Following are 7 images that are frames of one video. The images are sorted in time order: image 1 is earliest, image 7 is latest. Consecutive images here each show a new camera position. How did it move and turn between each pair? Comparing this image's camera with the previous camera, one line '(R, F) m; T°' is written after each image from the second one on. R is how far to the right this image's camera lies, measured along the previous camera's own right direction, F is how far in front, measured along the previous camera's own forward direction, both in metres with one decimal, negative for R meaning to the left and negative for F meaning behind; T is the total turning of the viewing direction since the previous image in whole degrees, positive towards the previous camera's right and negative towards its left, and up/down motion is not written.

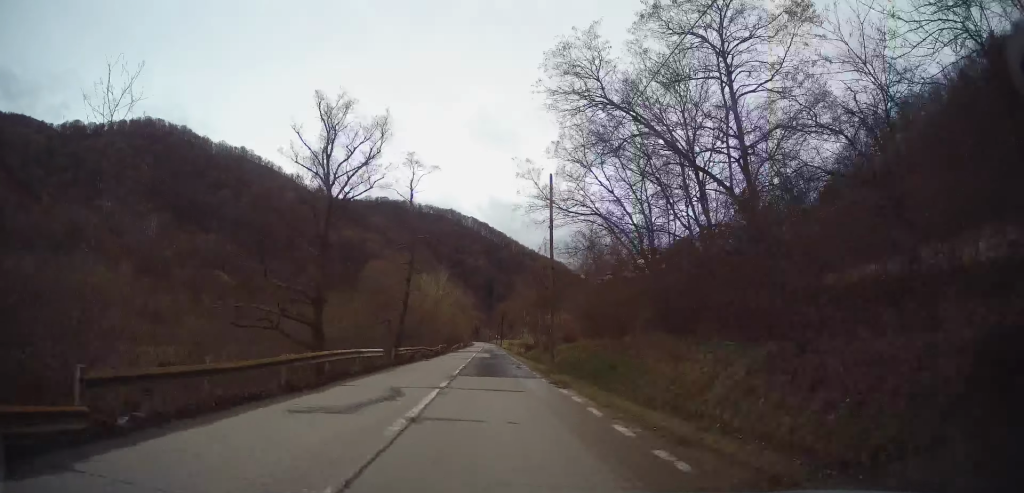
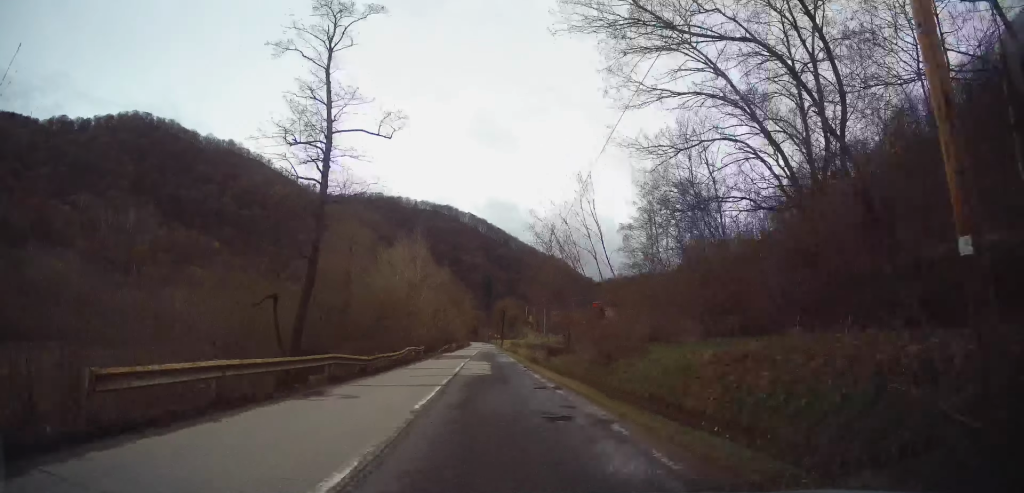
(+0.1, +22.4) m; +1°
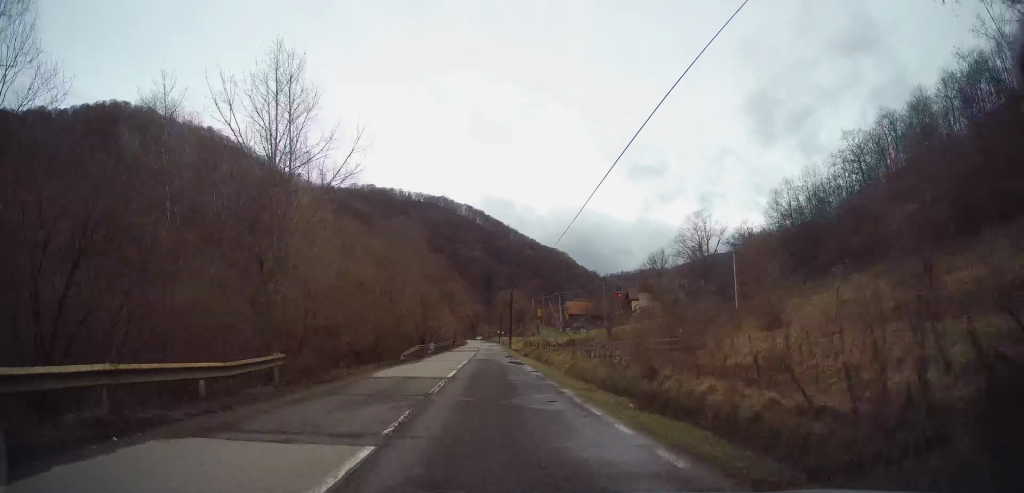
(+0.1, +32.5) m; -1°
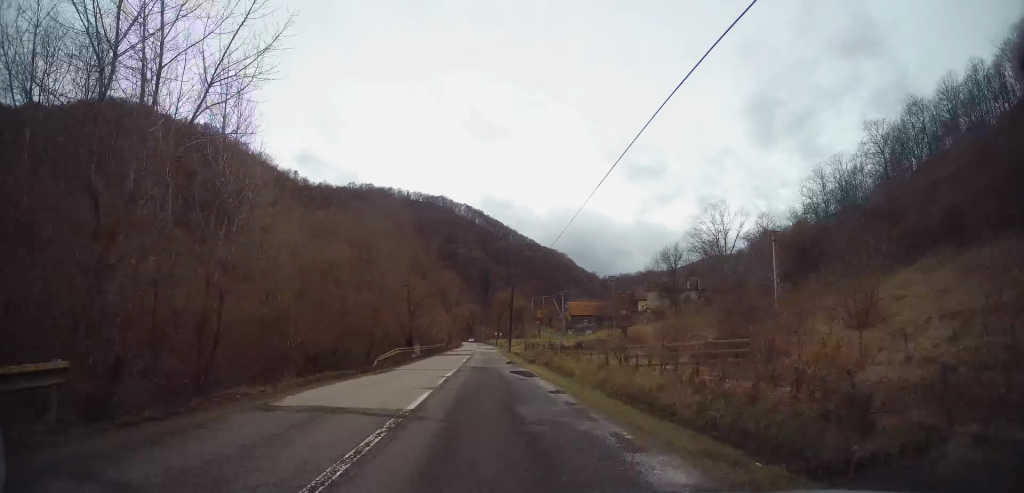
(0.0, +8.3) m; 0°
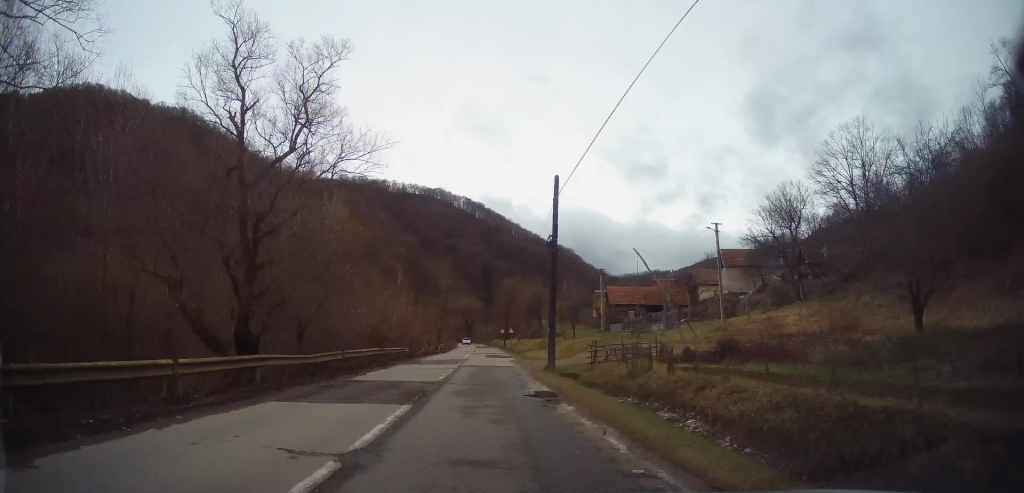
(+0.2, +37.2) m; +1°
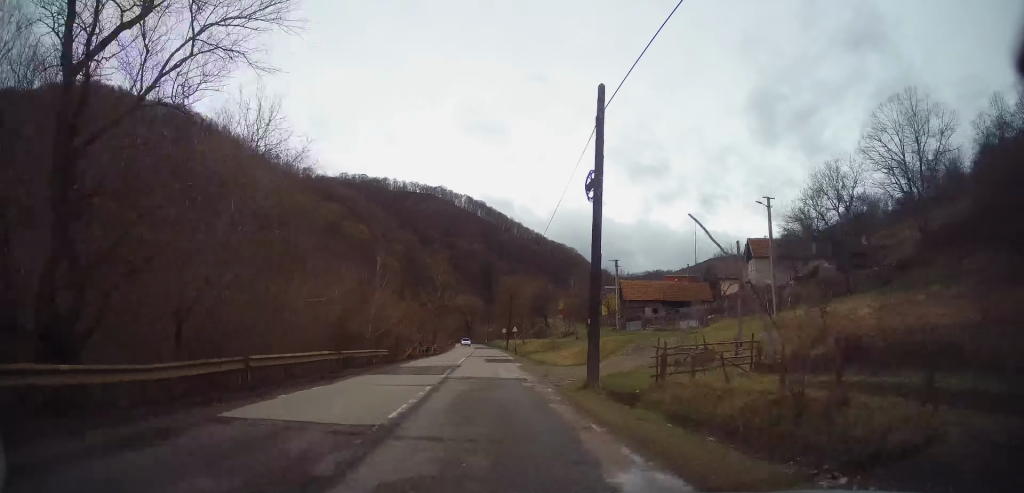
(+0.1, +8.8) m; 0°
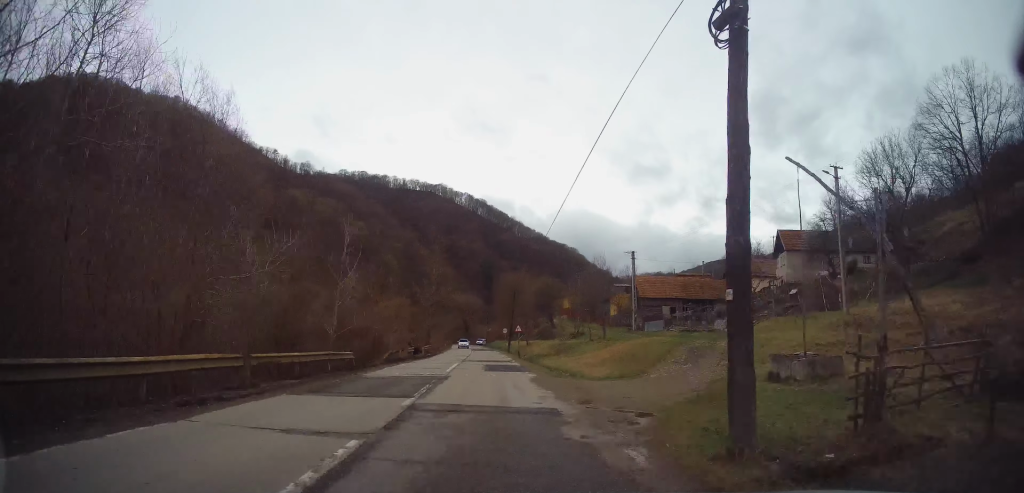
(0.0, +8.1) m; 0°
